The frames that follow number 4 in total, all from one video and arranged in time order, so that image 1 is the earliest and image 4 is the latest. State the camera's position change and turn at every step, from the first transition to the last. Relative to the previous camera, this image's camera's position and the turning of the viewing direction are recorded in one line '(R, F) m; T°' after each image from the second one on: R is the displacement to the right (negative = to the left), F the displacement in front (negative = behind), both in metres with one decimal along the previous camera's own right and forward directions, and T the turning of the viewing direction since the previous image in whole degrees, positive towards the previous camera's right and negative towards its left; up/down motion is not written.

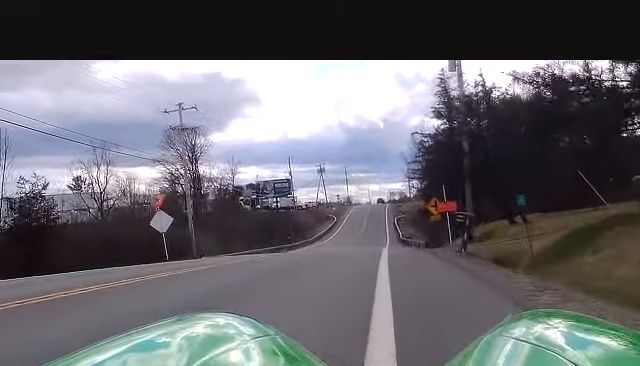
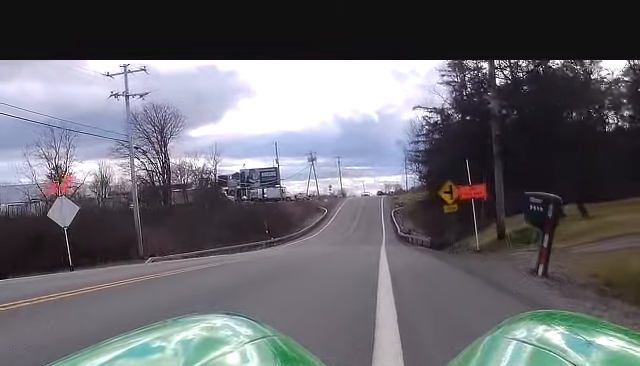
(-0.8, +15.0) m; -3°
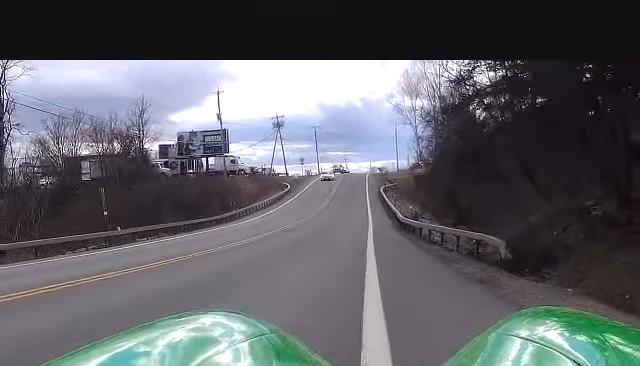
(+1.5, +41.5) m; +6°
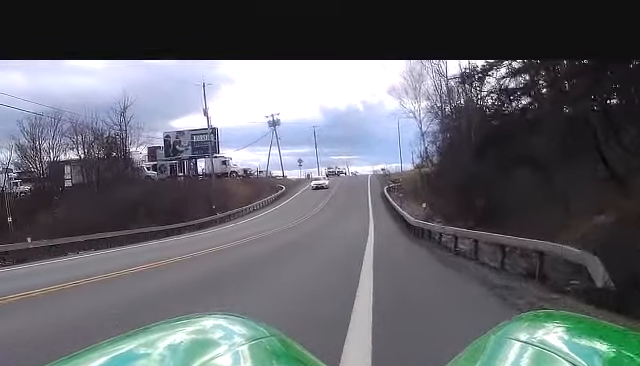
(0.0, +8.2) m; 0°
